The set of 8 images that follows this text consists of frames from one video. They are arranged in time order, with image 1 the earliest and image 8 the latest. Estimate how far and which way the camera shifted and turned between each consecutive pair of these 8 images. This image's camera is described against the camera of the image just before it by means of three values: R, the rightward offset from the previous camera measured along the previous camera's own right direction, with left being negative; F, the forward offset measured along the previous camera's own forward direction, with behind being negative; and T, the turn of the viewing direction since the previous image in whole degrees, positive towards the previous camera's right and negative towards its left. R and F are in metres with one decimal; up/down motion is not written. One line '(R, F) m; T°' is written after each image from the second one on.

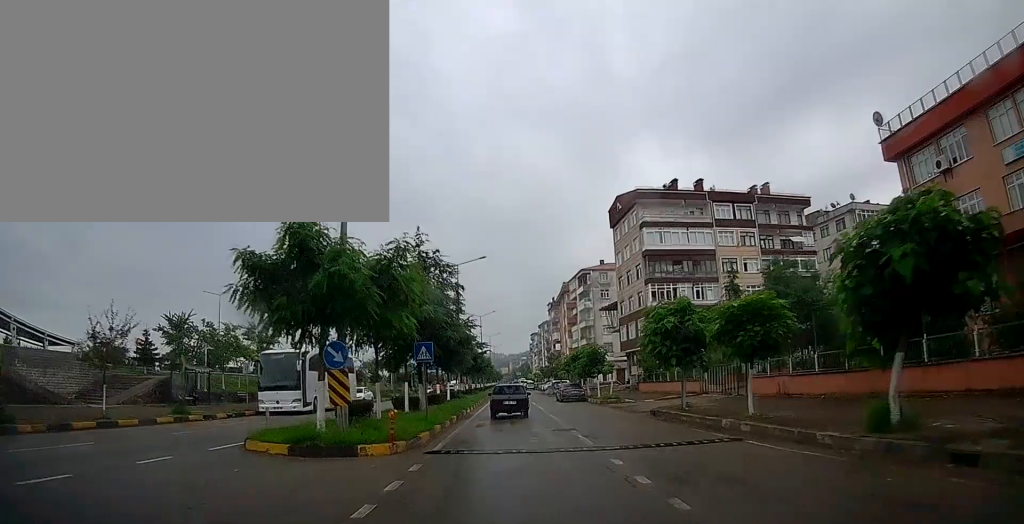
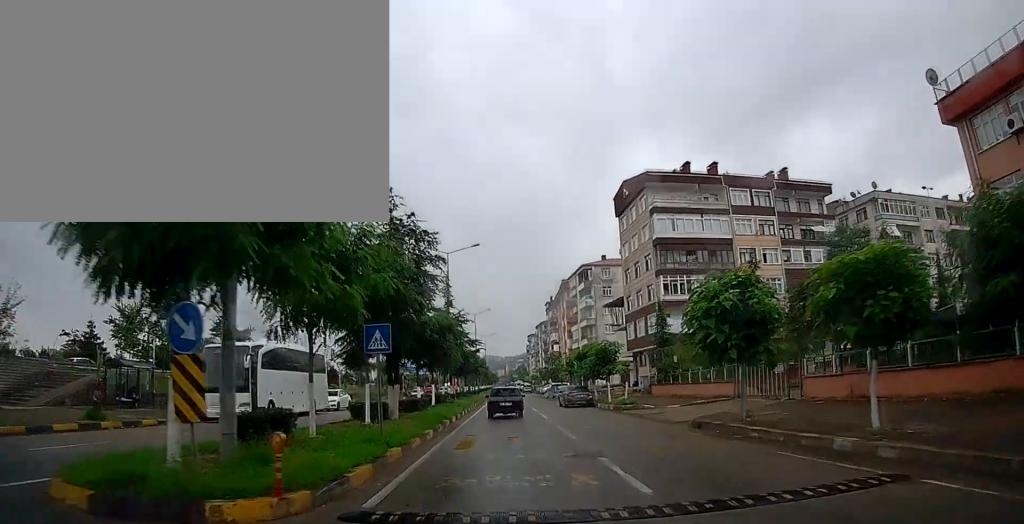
(0.0, +5.9) m; 0°
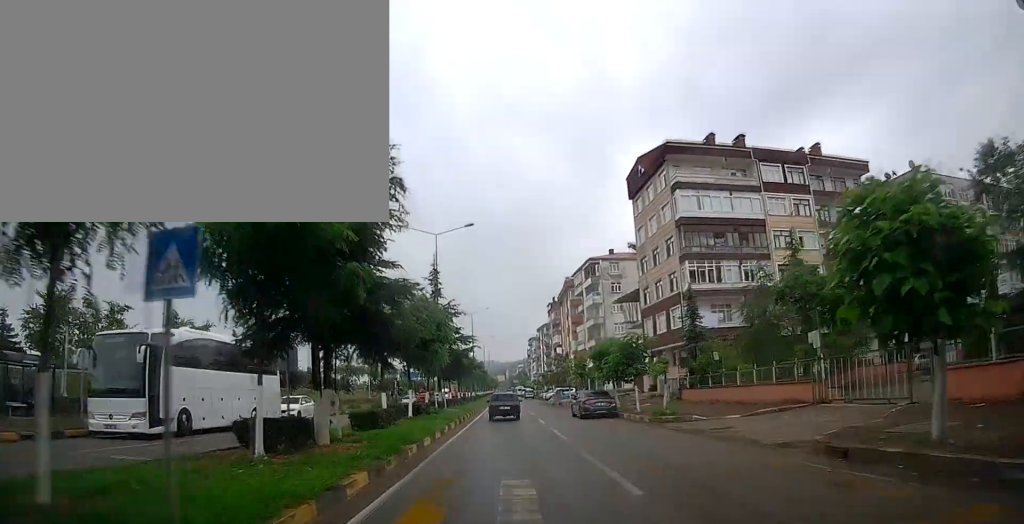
(0.0, +7.7) m; +1°
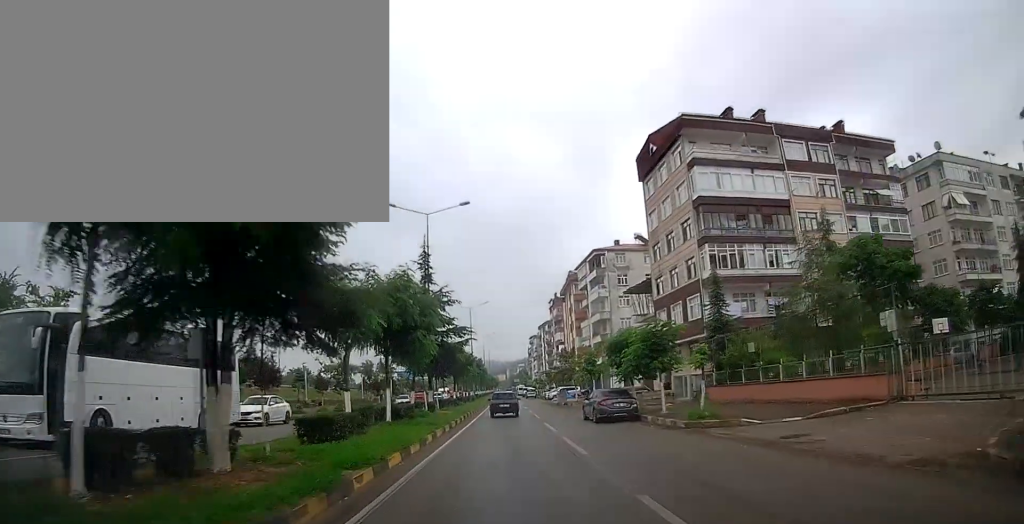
(0.0, +4.5) m; 0°
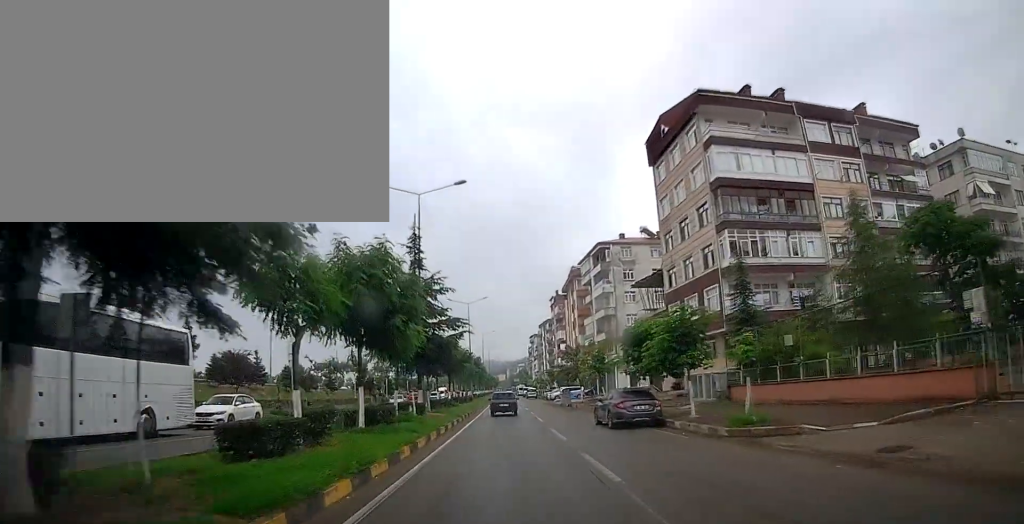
(+0.1, +3.6) m; -1°
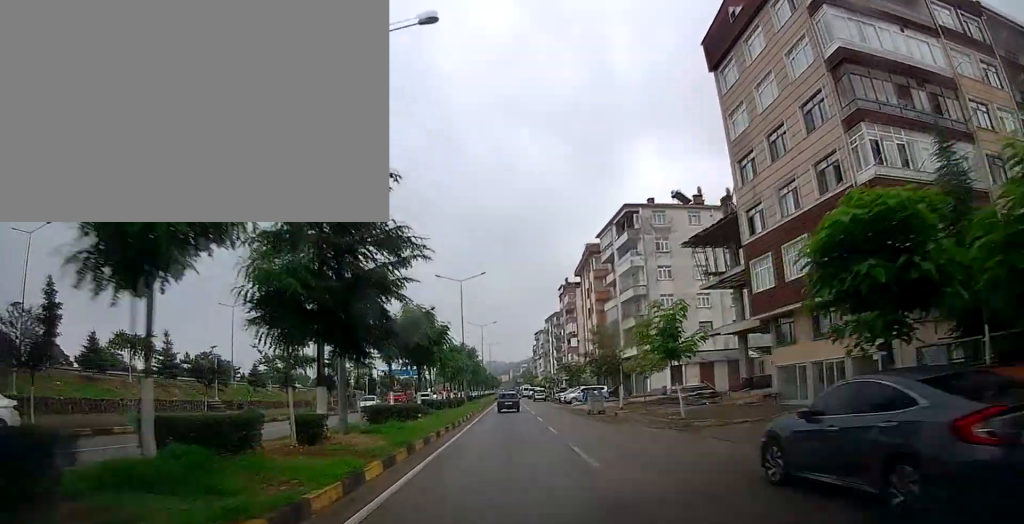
(-0.5, +14.7) m; -2°
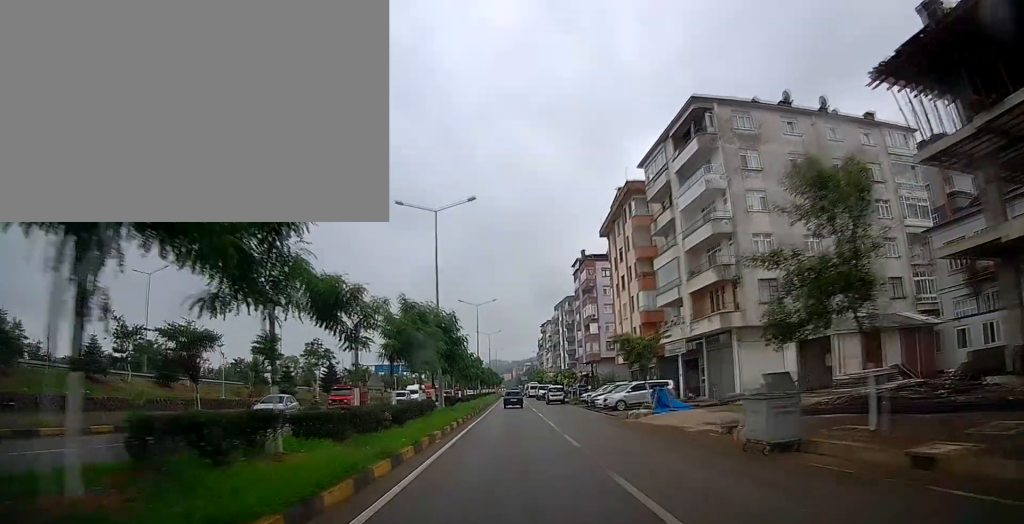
(-0.4, +22.0) m; -3°
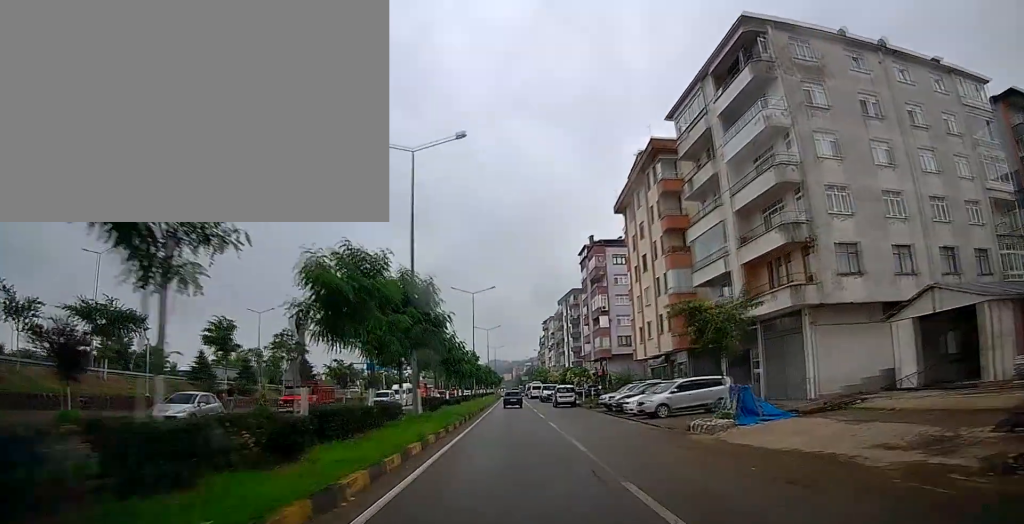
(0.0, +9.3) m; 0°
